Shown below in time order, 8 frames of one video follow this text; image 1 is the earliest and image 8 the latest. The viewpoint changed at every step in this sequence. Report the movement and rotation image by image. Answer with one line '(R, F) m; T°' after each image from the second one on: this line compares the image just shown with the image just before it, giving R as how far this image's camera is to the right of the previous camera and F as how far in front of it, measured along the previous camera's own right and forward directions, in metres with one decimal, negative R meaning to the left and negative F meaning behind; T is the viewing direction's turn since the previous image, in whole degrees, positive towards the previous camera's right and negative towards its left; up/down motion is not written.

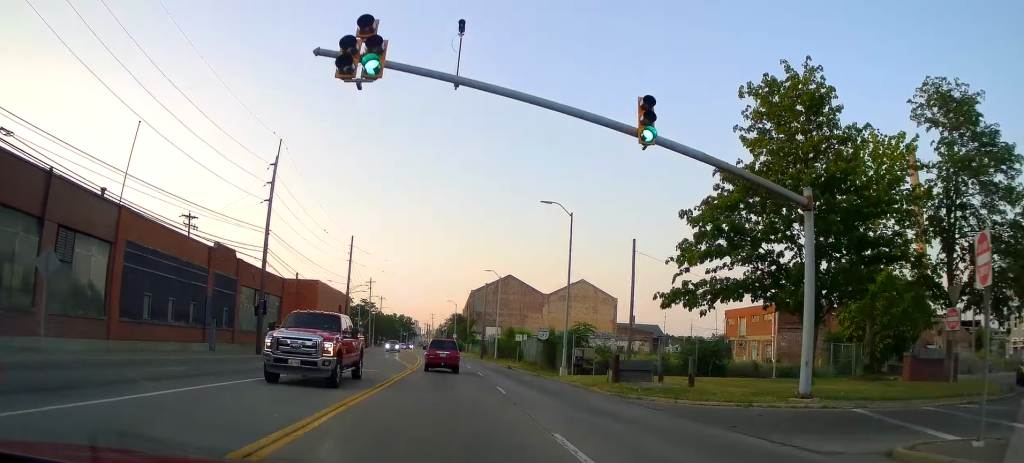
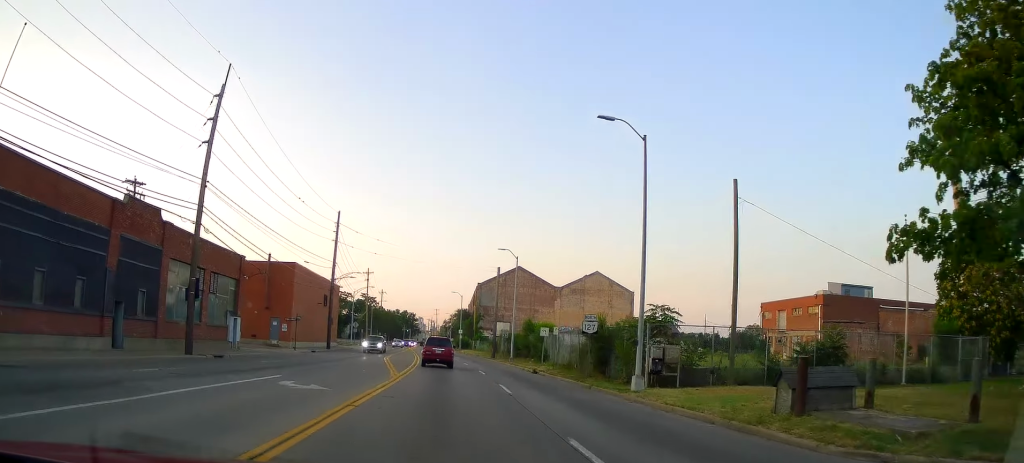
(-0.3, +11.8) m; +3°
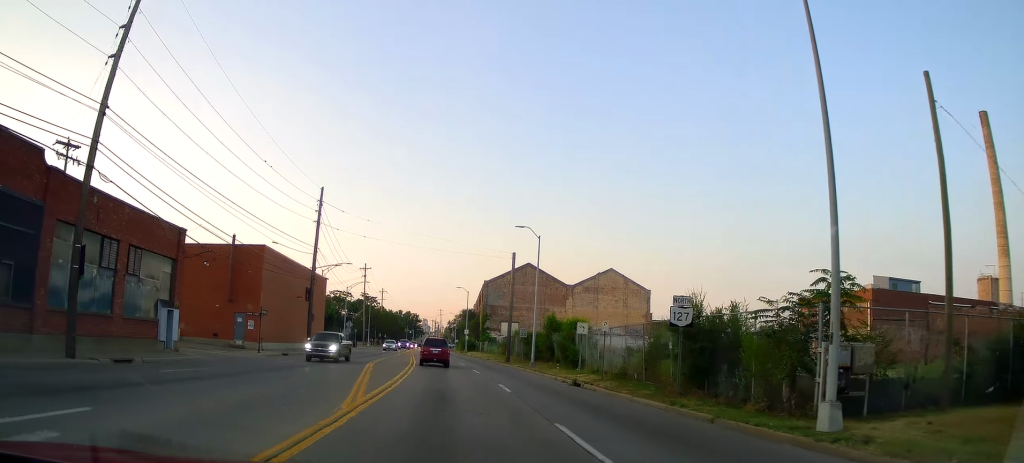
(+0.7, +10.5) m; -1°
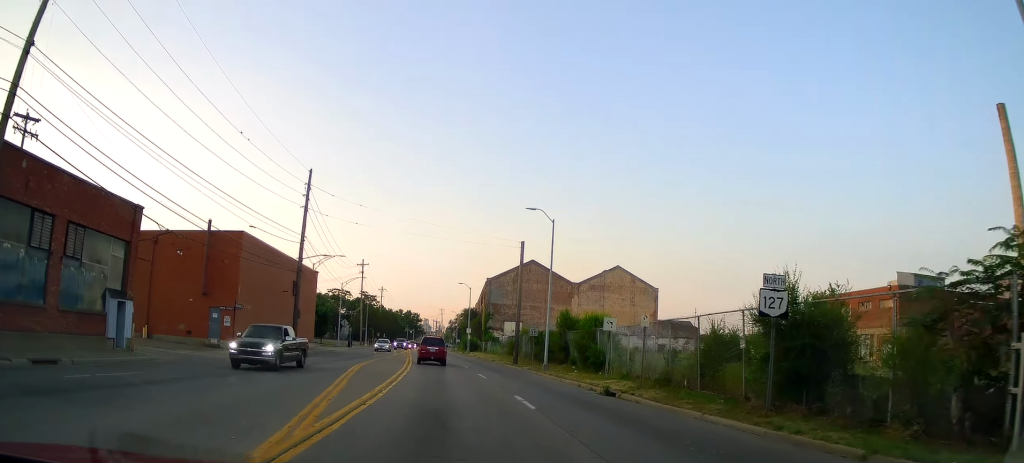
(-0.3, +5.3) m; -1°
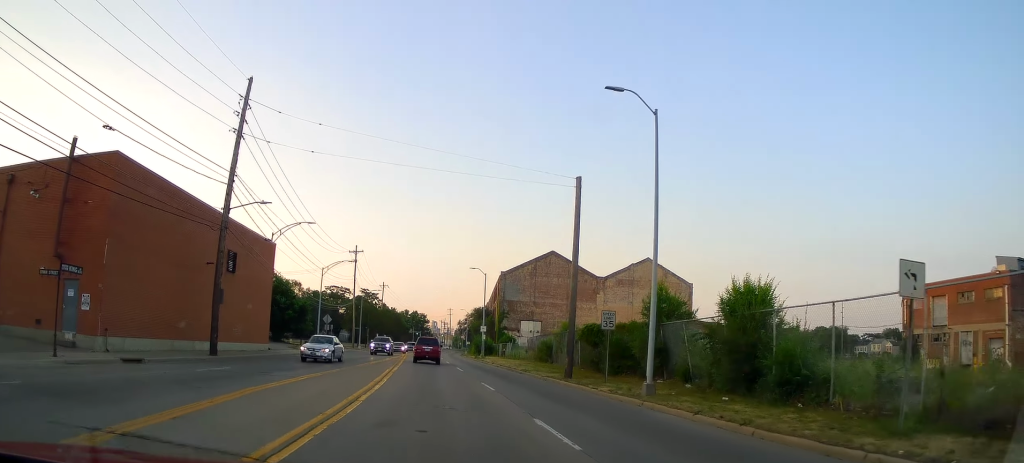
(-0.4, +18.1) m; +1°
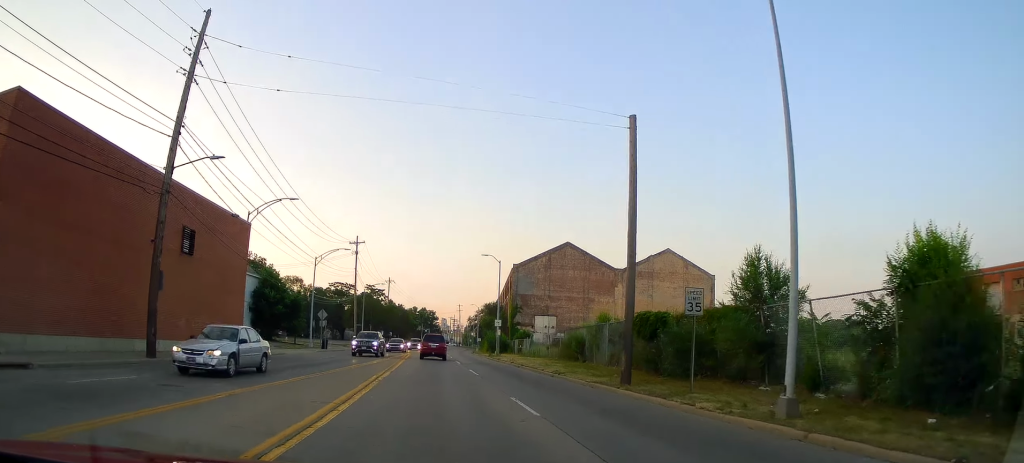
(+0.1, +7.8) m; +1°
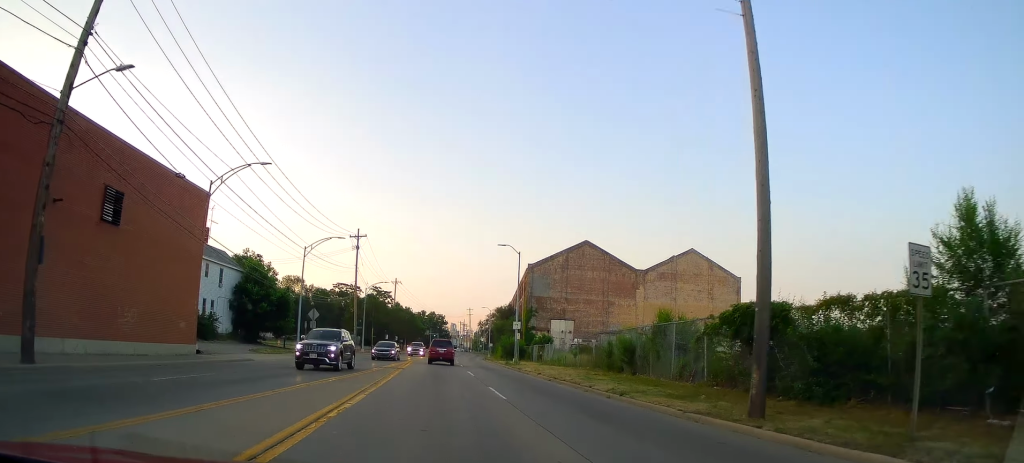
(0.0, +8.5) m; 0°
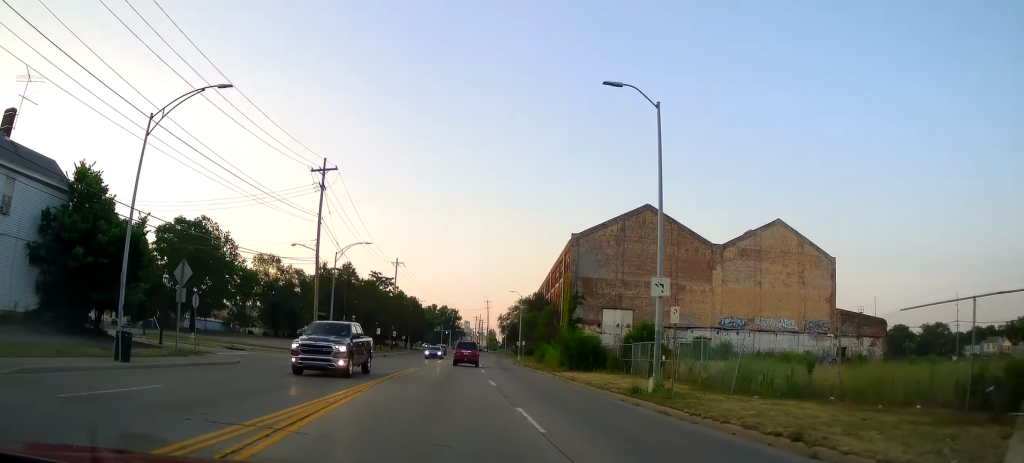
(-0.7, +31.5) m; 0°
